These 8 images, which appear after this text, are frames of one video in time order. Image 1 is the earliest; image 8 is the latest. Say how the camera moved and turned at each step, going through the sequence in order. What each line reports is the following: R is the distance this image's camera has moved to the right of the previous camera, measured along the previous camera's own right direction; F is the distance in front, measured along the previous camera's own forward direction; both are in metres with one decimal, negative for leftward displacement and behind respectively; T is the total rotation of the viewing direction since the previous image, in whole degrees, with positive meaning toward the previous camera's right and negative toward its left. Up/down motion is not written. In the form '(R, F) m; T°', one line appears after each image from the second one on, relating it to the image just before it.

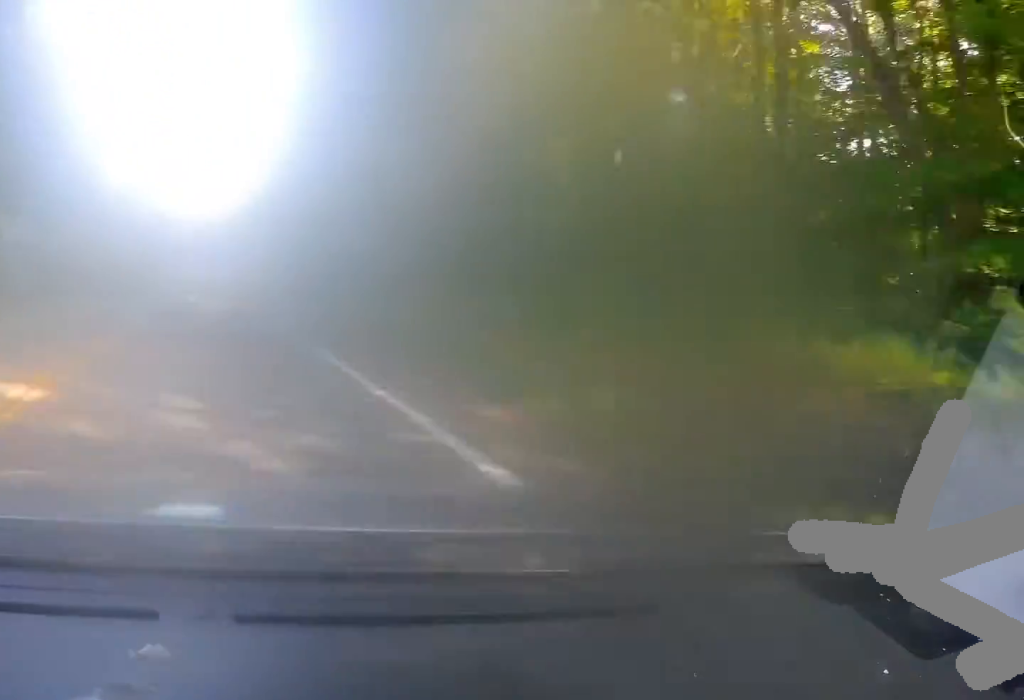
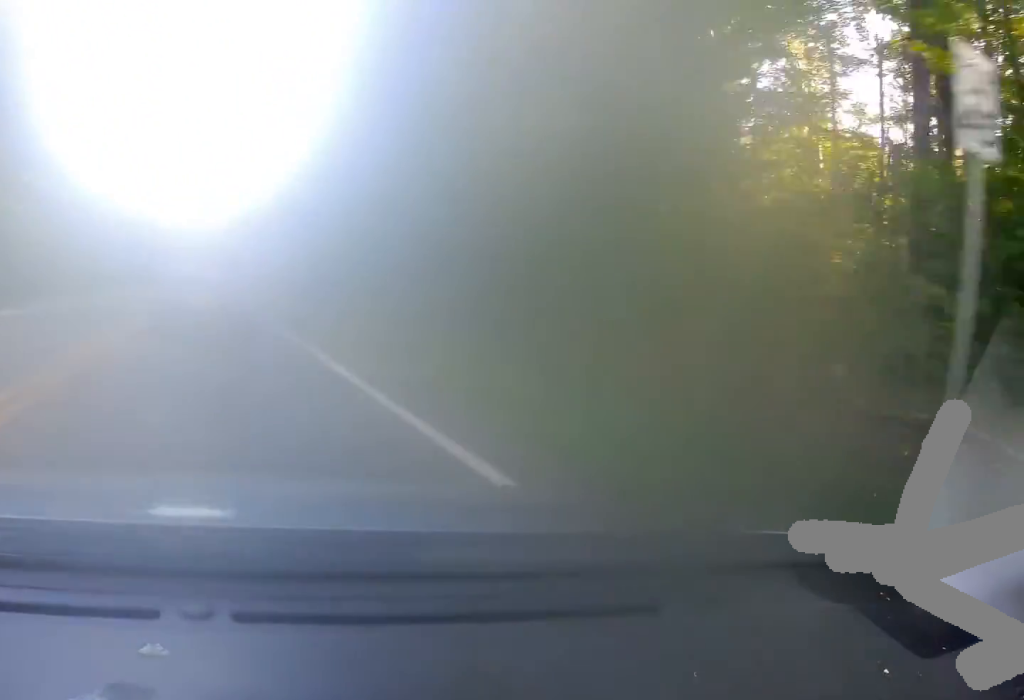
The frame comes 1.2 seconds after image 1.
(-0.3, +20.8) m; 0°
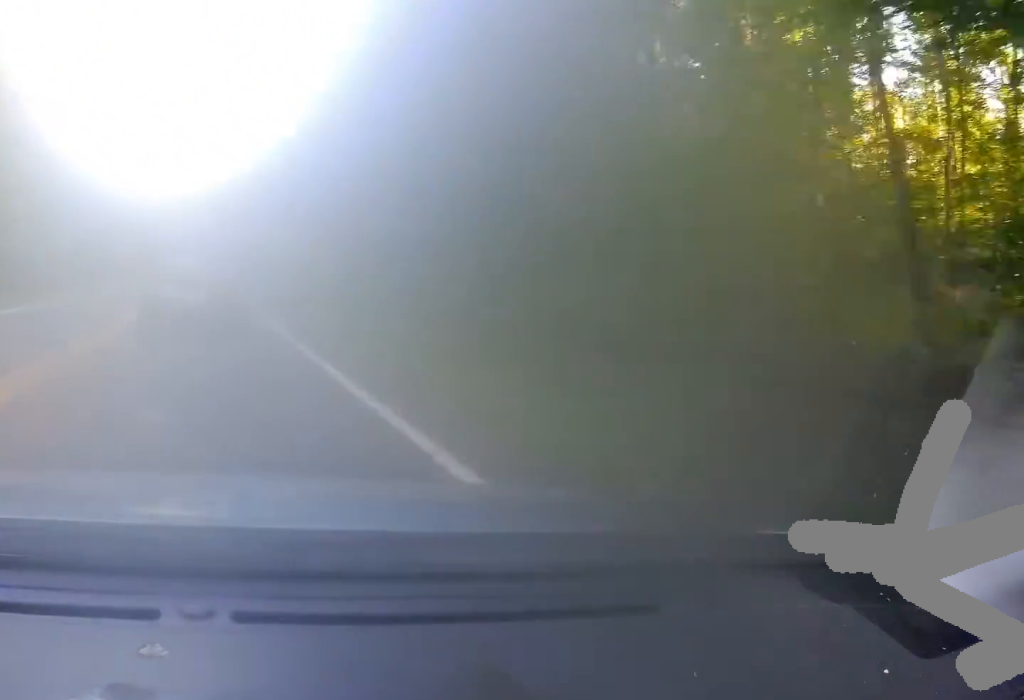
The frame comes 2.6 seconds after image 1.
(+0.3, +25.9) m; +4°
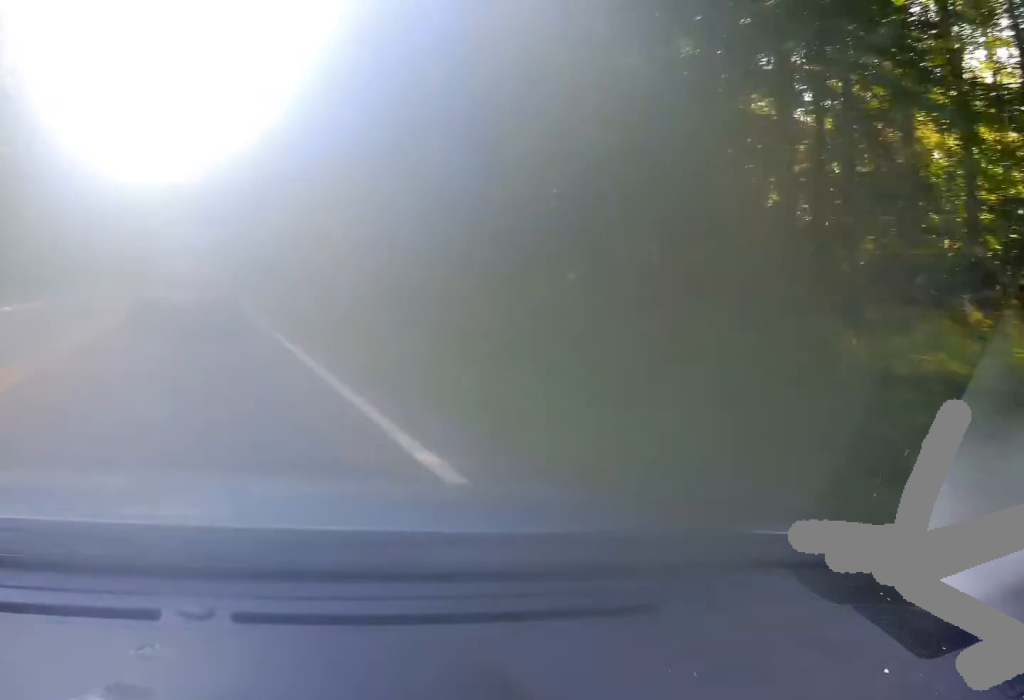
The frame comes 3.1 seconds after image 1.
(+0.6, +10.5) m; 0°
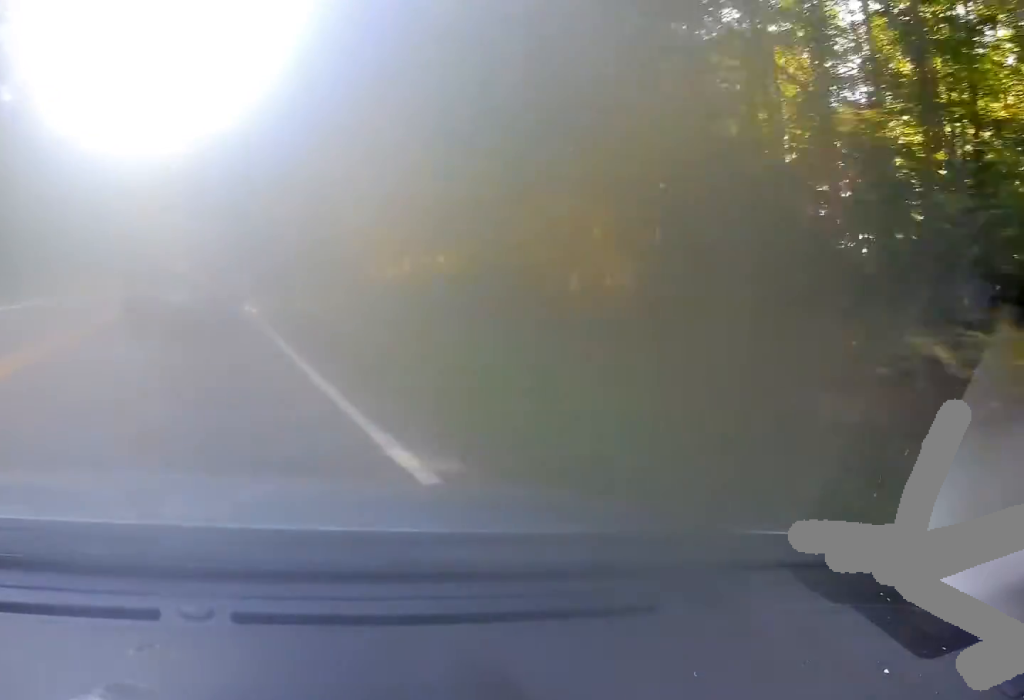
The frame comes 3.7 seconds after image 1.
(+0.4, +11.2) m; 0°
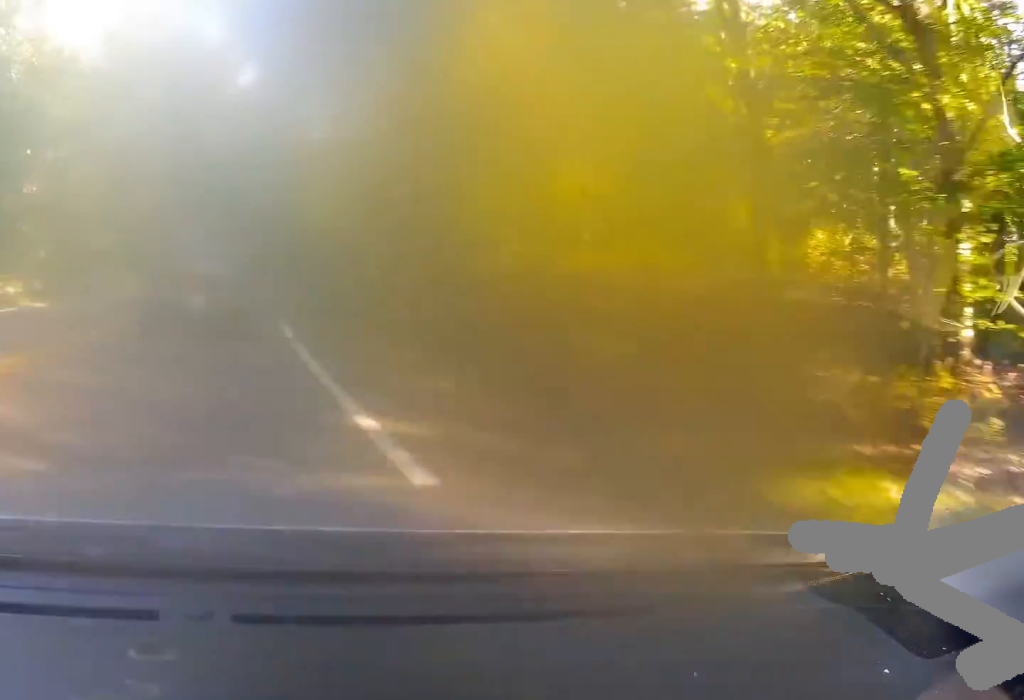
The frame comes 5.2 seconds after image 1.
(-0.3, +29.3) m; +2°
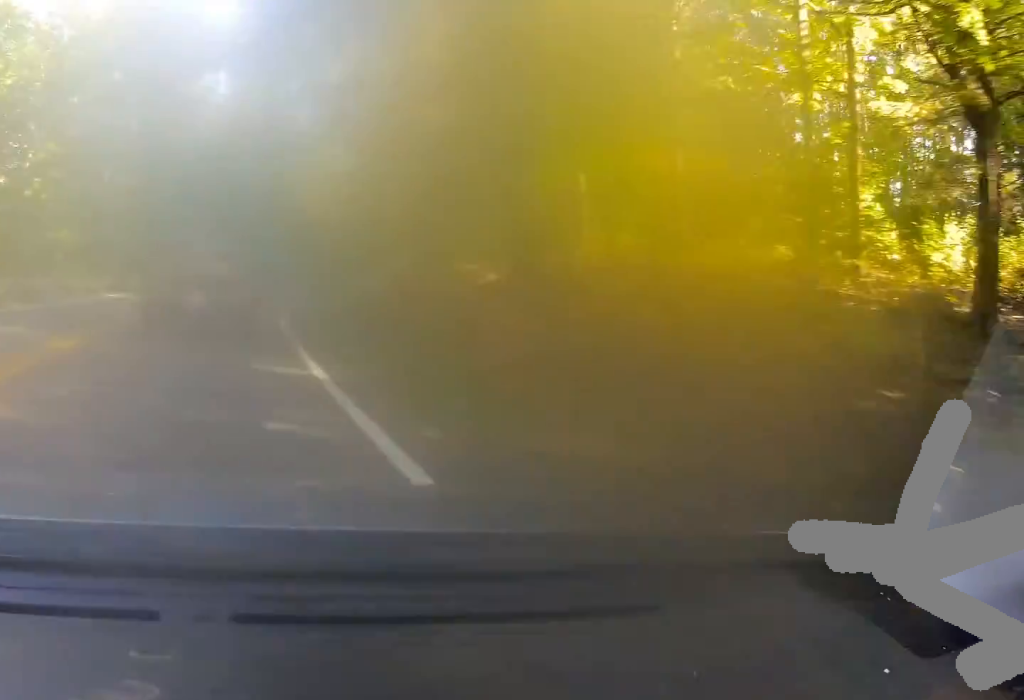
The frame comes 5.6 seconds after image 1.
(+0.2, +7.8) m; +1°
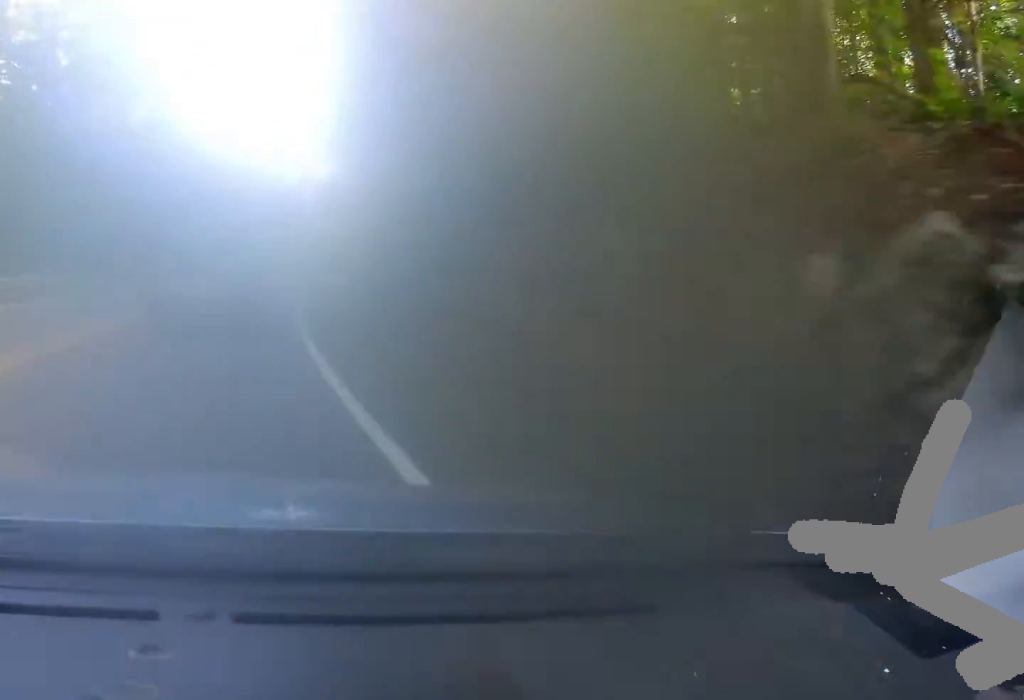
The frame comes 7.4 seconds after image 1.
(+0.3, +35.1) m; +5°
